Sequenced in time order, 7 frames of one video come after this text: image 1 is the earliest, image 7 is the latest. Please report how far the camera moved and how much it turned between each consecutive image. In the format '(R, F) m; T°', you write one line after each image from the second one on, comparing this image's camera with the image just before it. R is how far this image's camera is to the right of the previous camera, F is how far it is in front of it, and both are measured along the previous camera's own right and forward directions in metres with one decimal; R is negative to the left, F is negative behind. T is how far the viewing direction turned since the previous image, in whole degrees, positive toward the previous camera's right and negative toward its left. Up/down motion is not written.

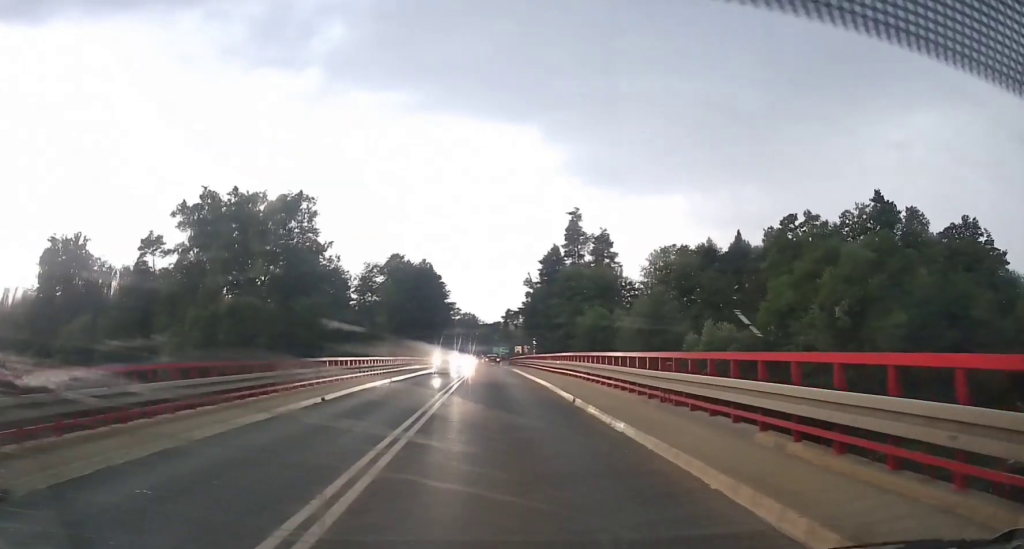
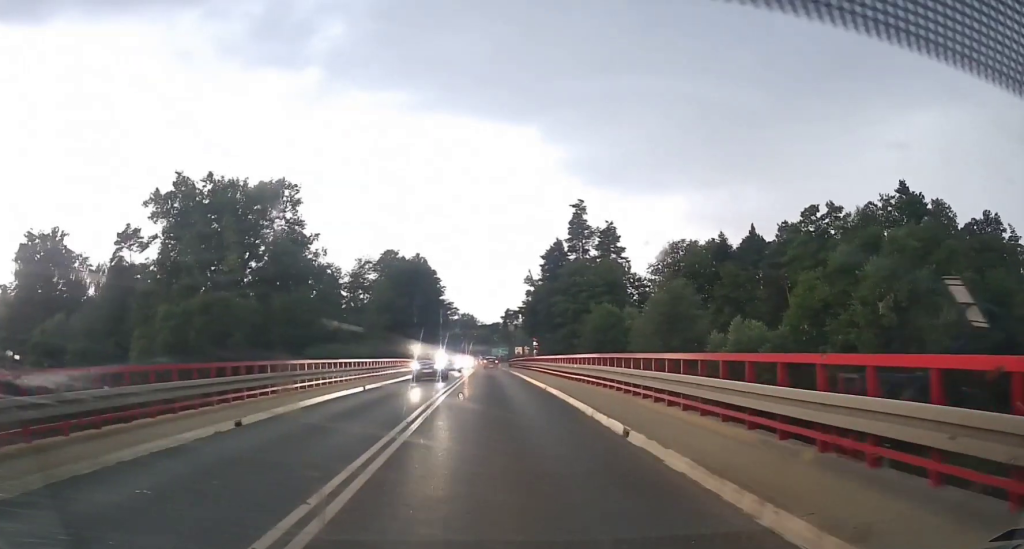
(0.0, +5.6) m; 0°
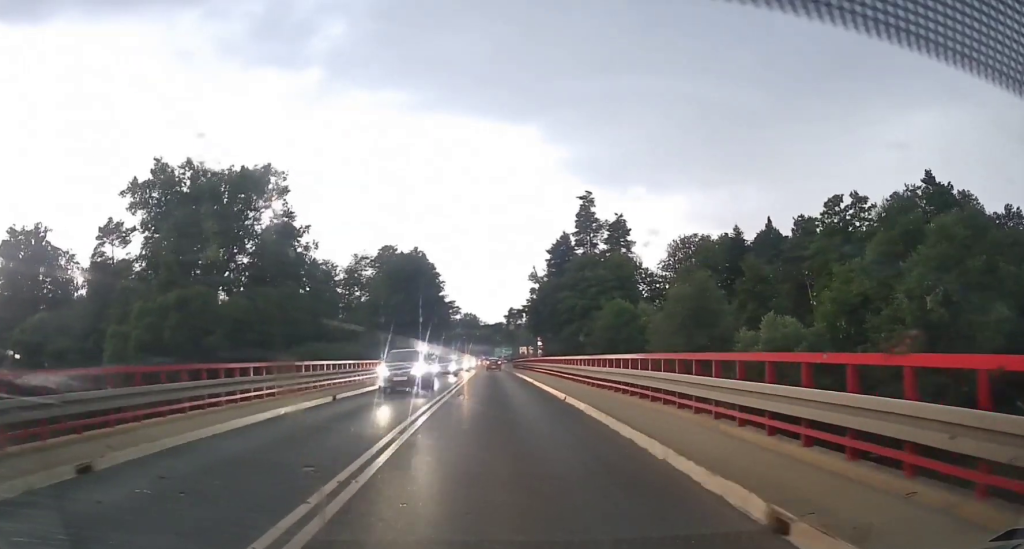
(0.0, +5.2) m; 0°
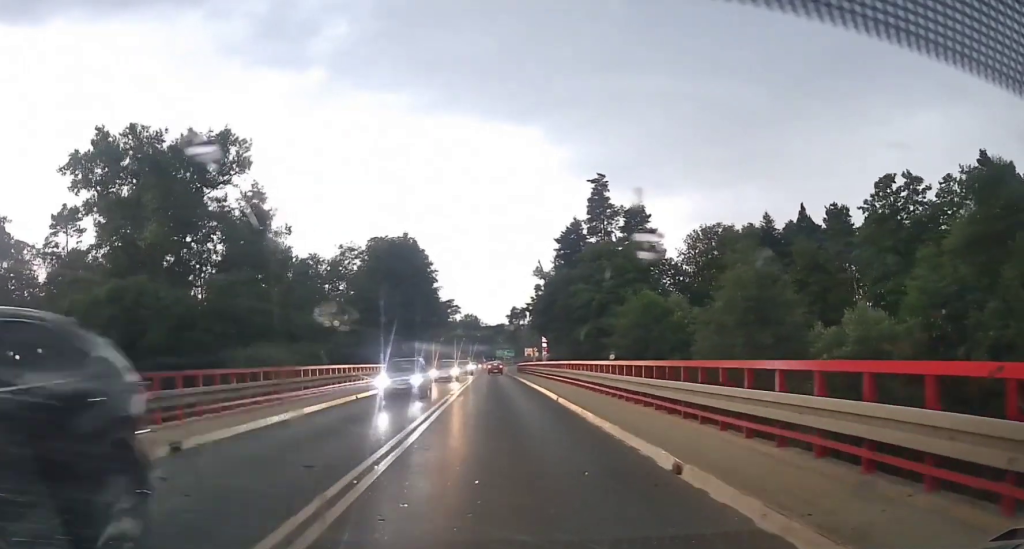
(-0.1, +10.7) m; 0°
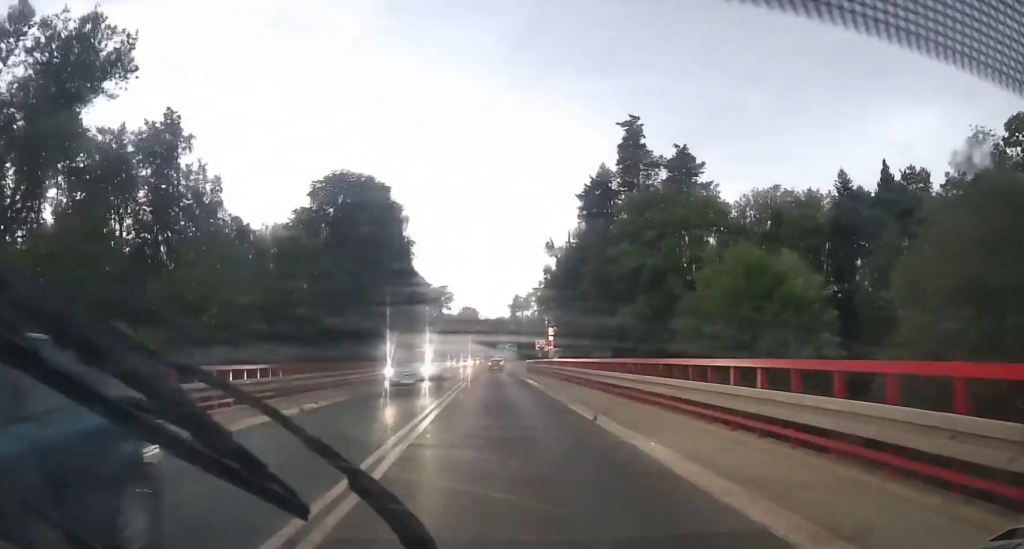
(+0.8, +21.5) m; +3°
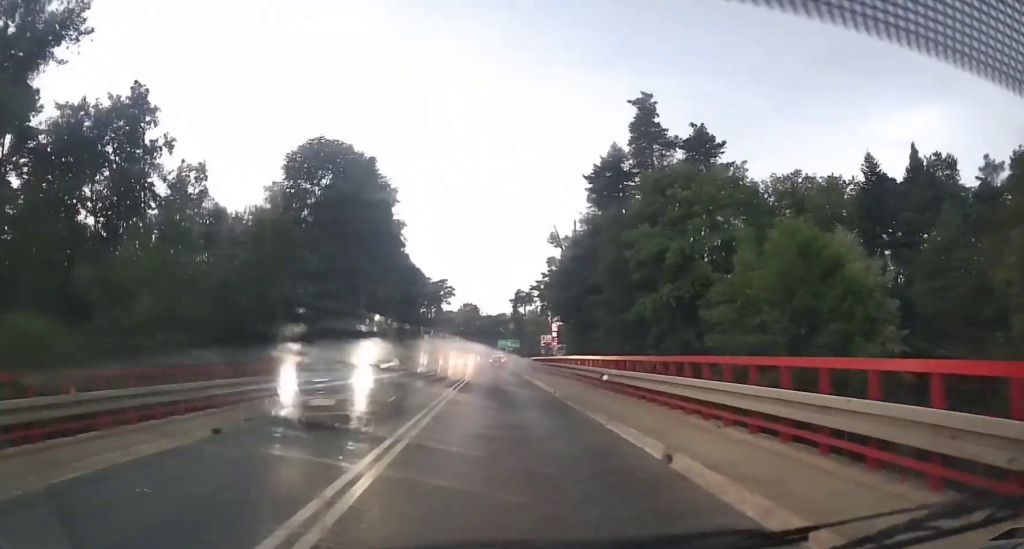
(-0.1, +6.0) m; 0°
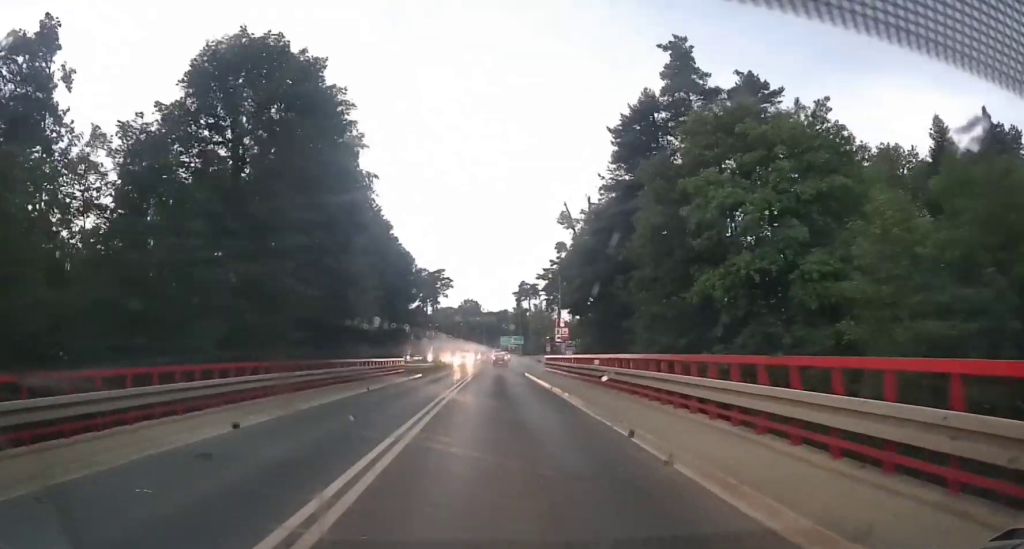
(0.0, +12.6) m; +1°
